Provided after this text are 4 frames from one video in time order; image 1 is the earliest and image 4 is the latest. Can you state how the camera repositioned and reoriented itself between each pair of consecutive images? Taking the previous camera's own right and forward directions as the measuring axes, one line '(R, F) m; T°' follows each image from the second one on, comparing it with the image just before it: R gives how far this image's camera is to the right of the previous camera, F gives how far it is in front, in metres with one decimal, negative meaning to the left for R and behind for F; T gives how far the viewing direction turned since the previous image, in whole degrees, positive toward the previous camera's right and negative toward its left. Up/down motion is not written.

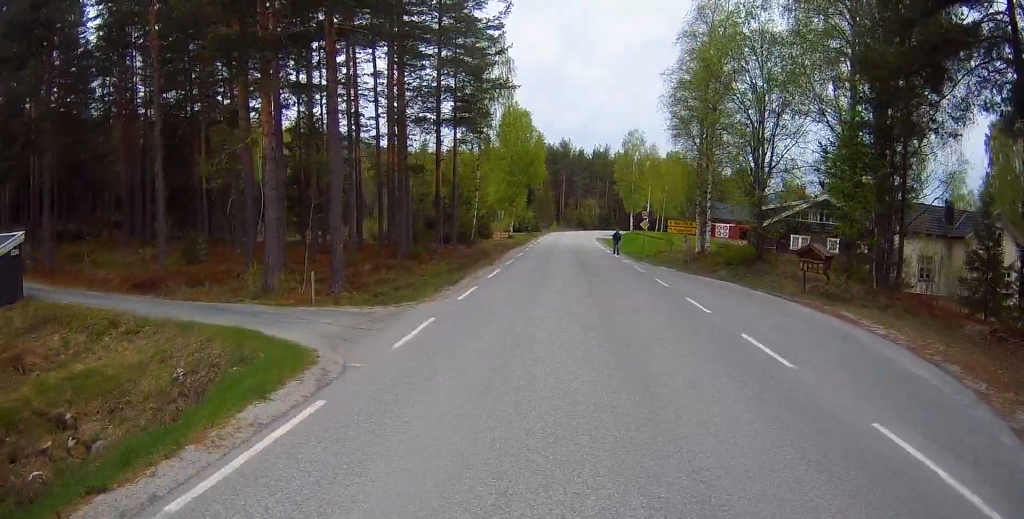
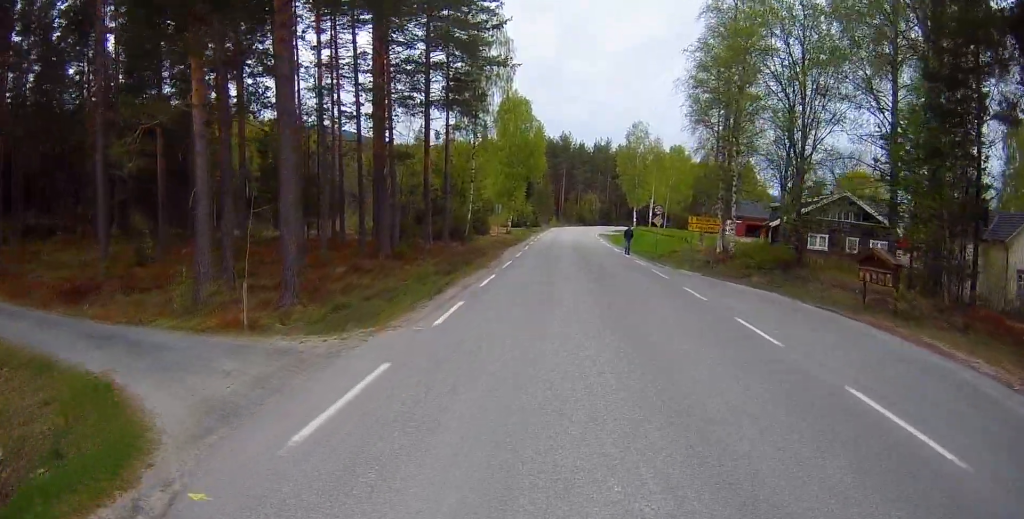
(+0.1, +4.0) m; +1°
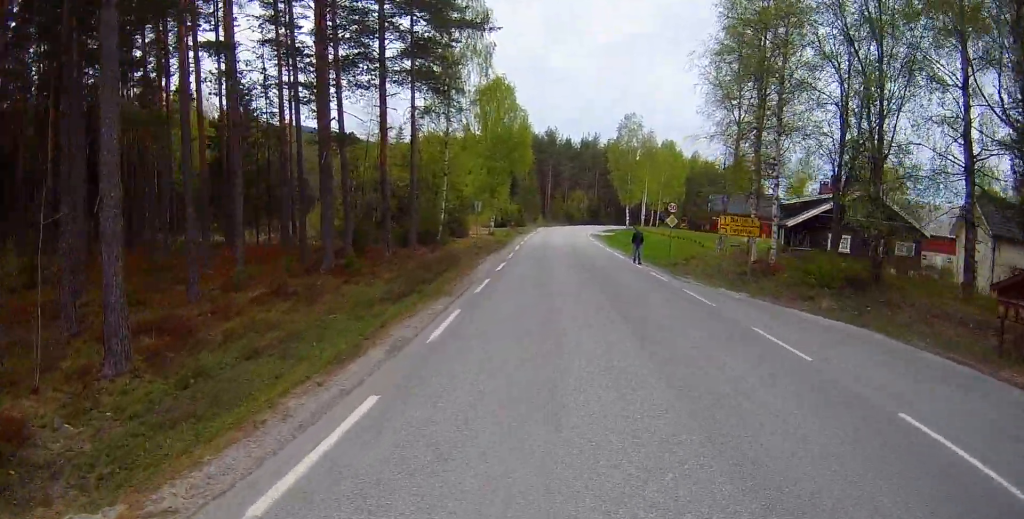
(-0.1, +6.9) m; -1°
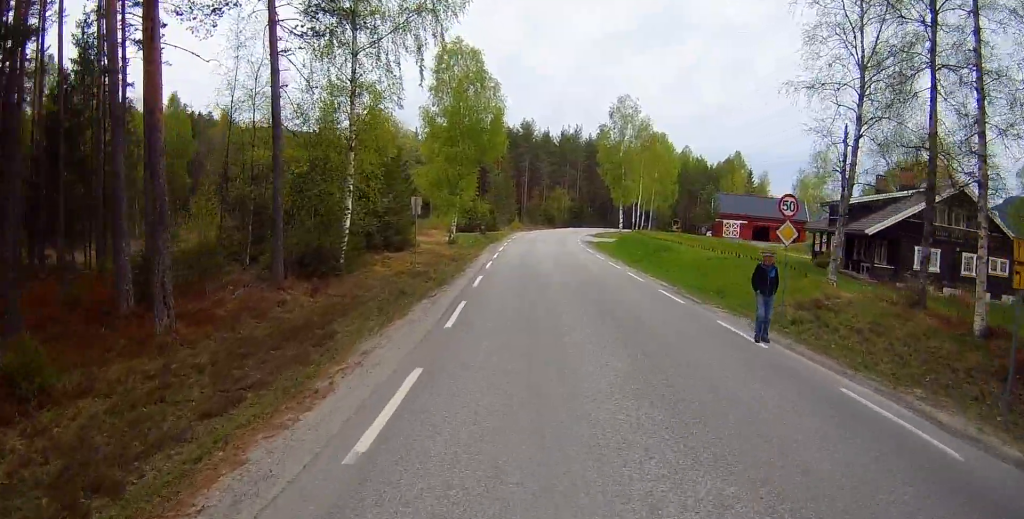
(+0.4, +15.8) m; +3°
